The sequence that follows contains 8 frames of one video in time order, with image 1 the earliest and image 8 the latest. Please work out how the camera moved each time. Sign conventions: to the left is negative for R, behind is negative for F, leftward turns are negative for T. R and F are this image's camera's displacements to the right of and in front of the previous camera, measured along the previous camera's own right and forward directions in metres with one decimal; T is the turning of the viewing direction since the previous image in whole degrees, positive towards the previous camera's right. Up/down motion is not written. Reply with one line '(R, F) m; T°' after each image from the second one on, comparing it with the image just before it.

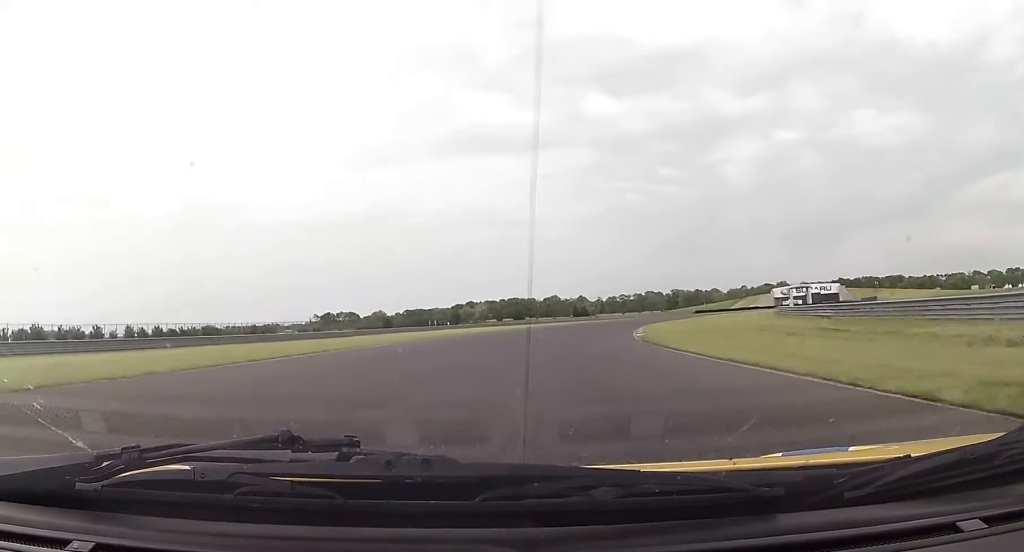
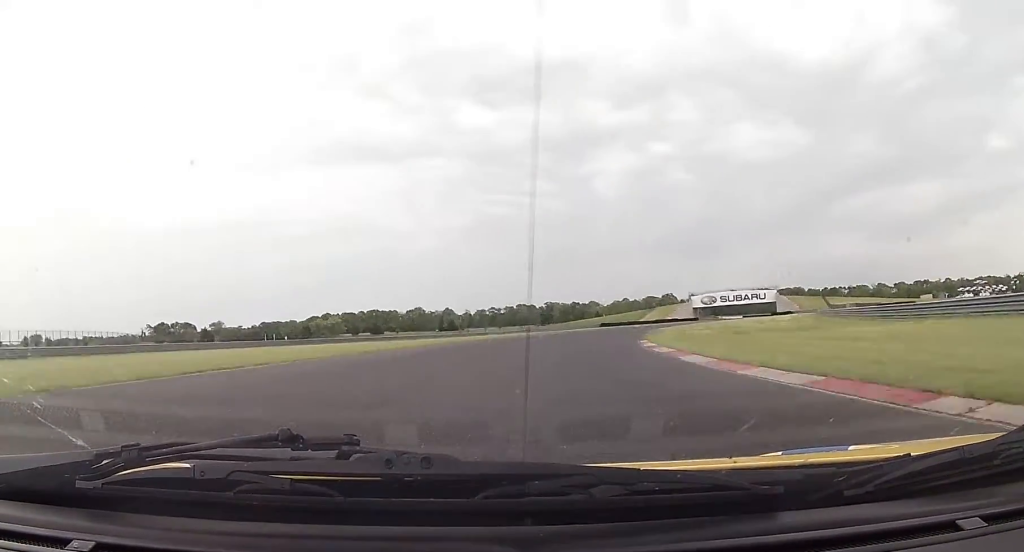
(+5.5, +56.3) m; +10°
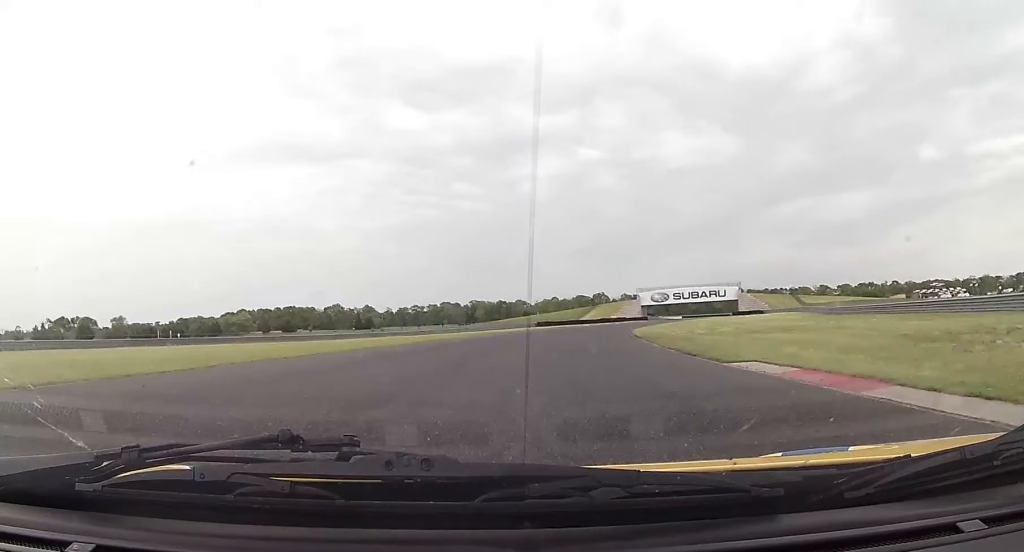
(+0.9, +26.4) m; +5°
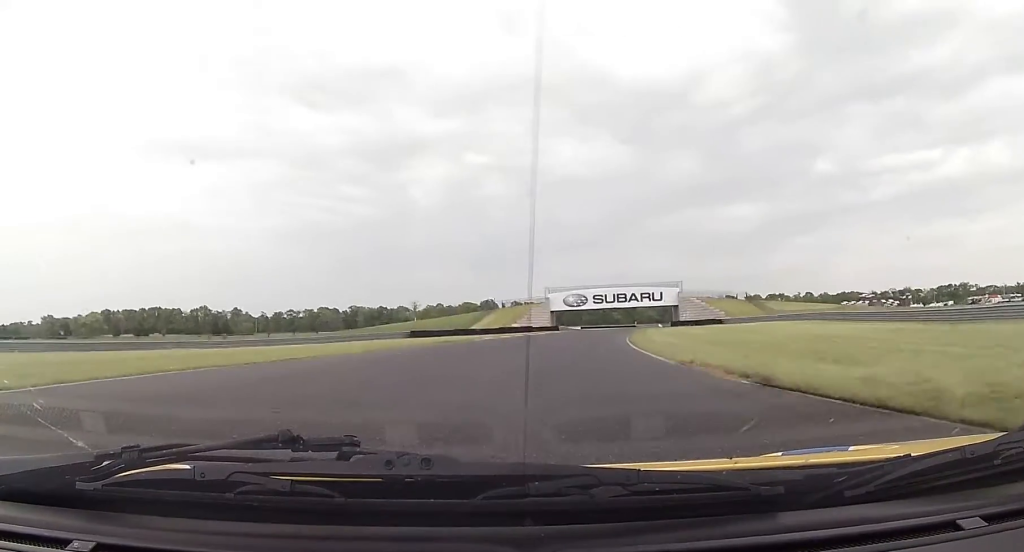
(+0.2, +21.9) m; +5°
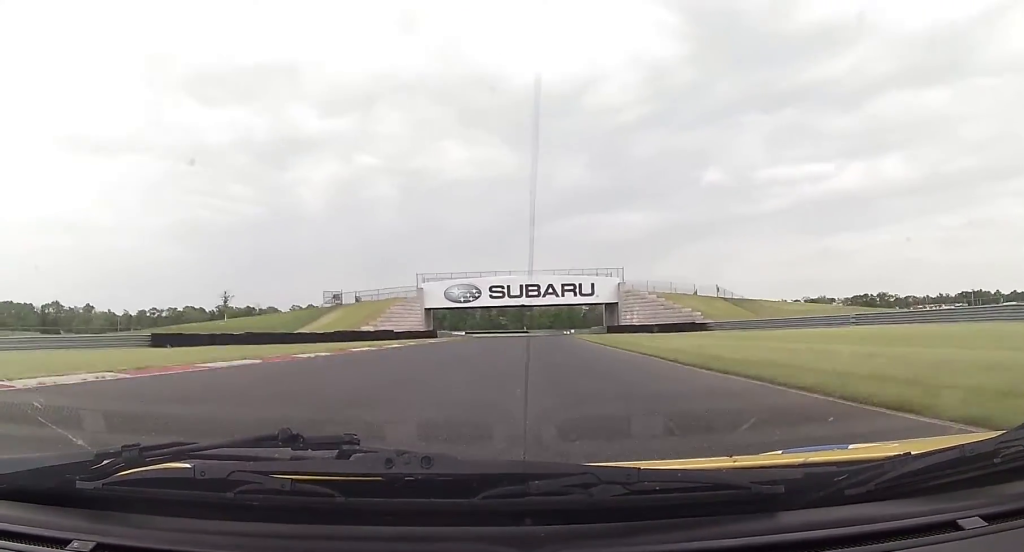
(+4.7, +41.3) m; +11°
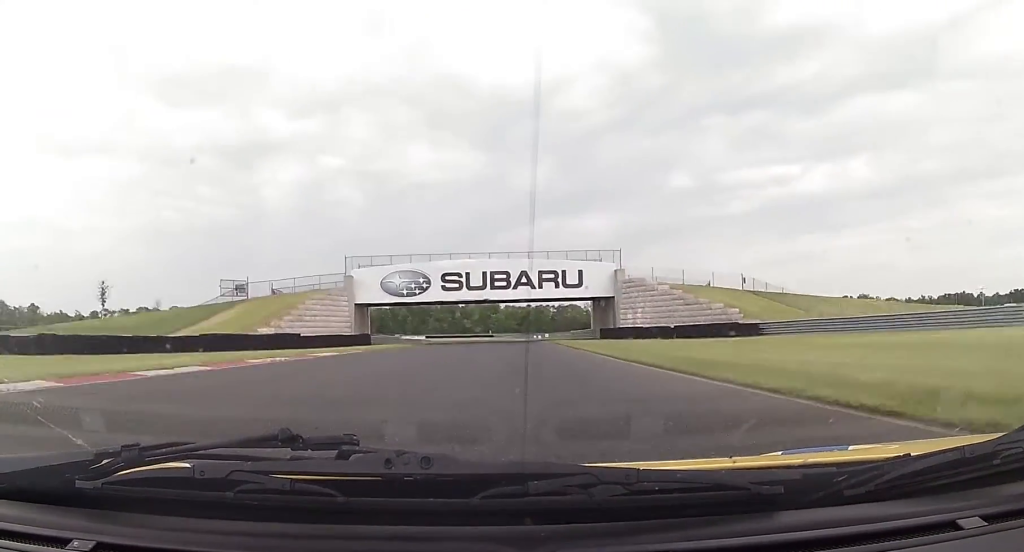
(+1.1, +21.2) m; +4°
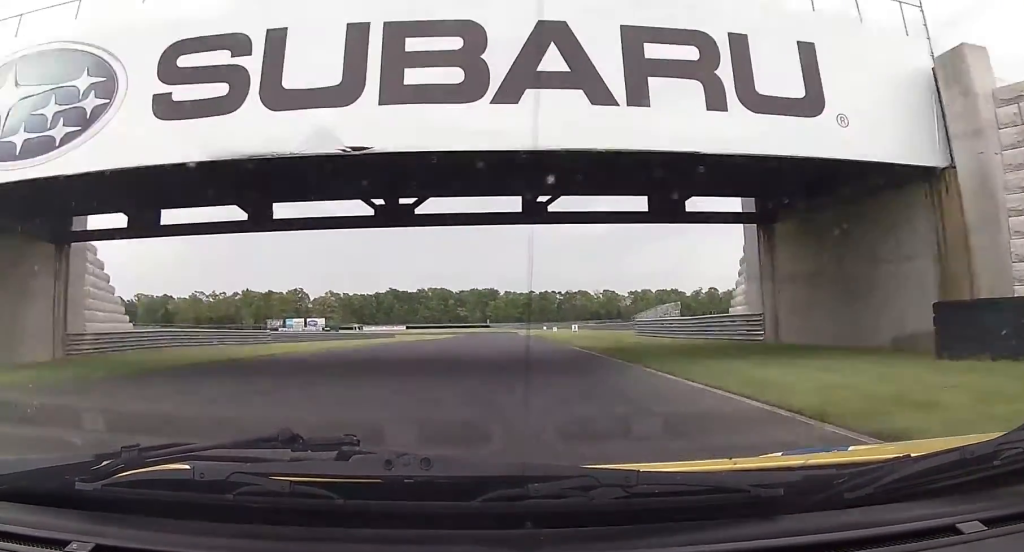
(+2.5, +51.4) m; +5°
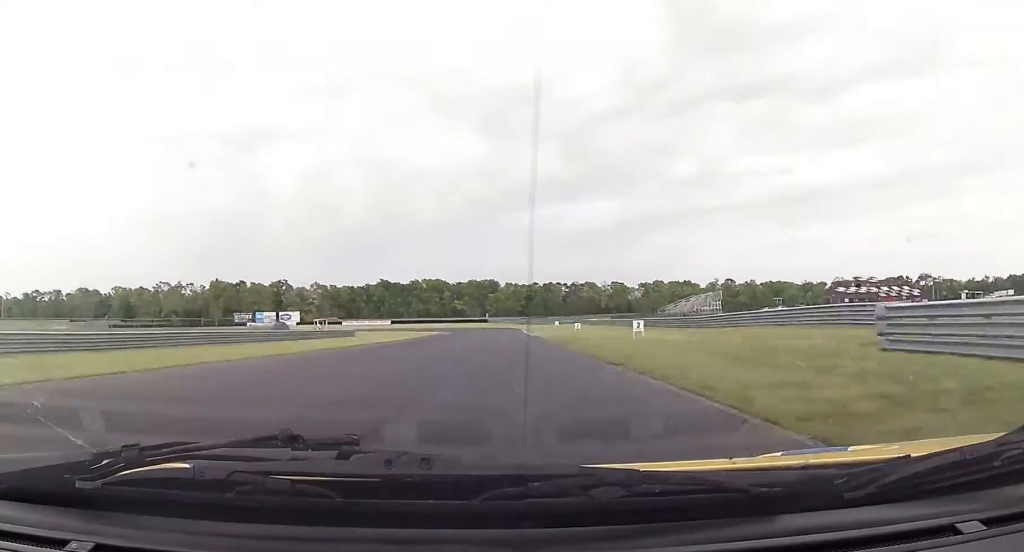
(+0.6, +31.2) m; 0°
